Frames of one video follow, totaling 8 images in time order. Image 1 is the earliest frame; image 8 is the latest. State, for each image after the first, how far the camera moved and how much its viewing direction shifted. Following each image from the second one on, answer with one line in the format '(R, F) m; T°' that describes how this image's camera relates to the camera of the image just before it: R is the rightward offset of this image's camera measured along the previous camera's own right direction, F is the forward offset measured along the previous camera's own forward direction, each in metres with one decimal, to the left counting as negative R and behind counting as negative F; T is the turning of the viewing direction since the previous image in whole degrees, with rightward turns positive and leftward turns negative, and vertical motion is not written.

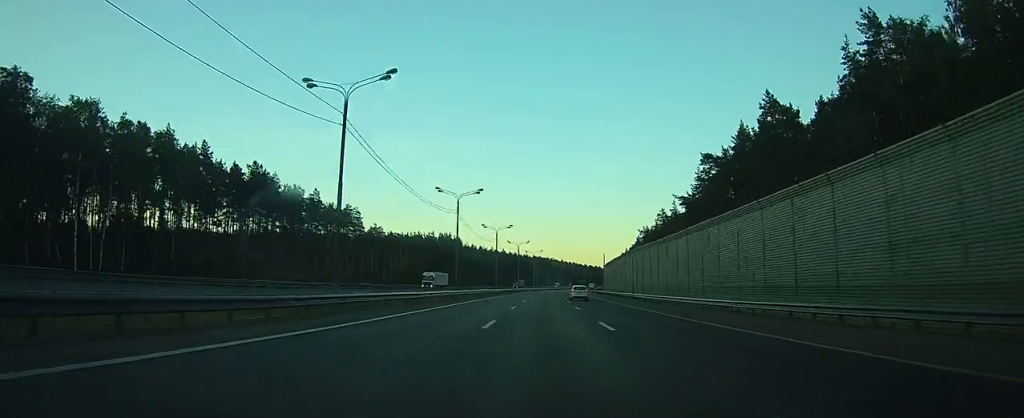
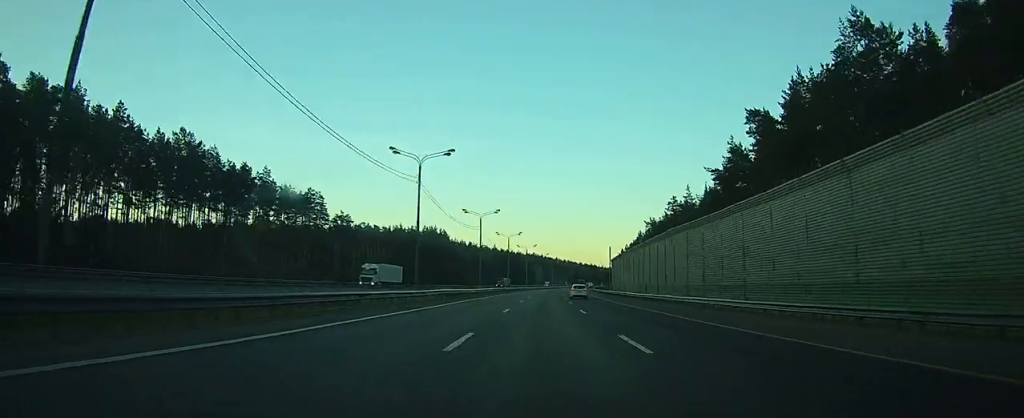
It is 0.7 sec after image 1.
(+0.1, +22.4) m; +1°
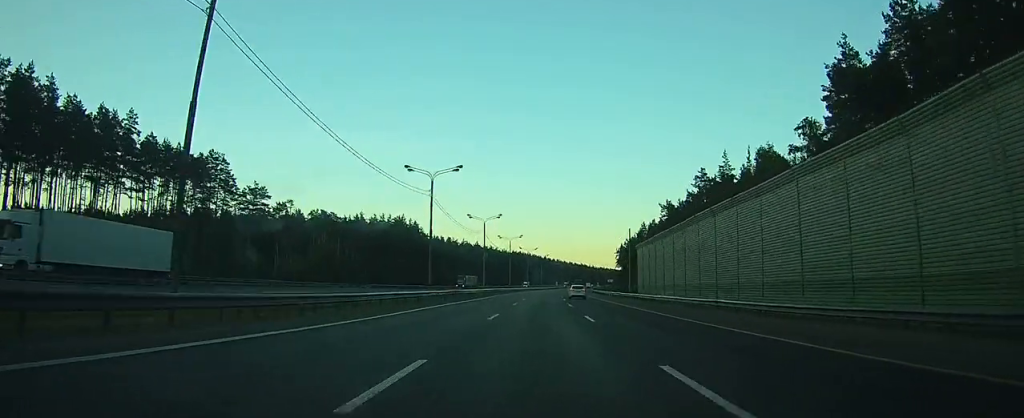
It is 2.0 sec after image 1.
(+0.4, +37.5) m; +1°
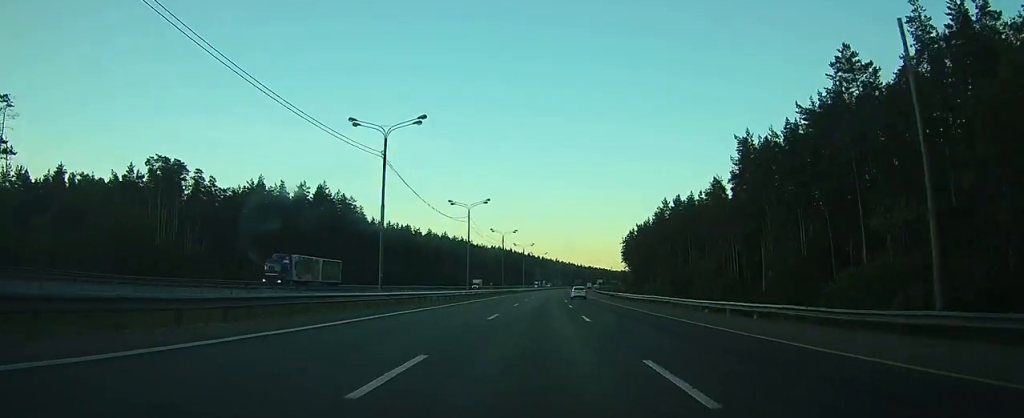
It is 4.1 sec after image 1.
(+1.1, +63.3) m; +2°
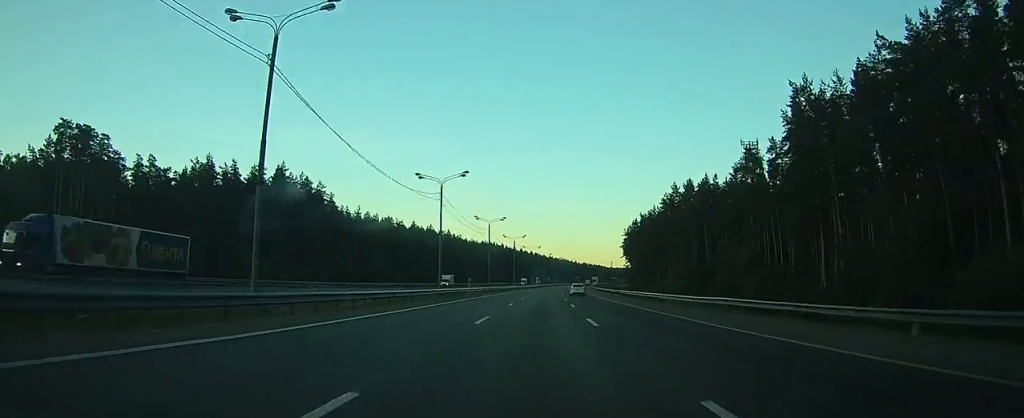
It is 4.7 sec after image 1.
(+0.1, +20.0) m; 0°
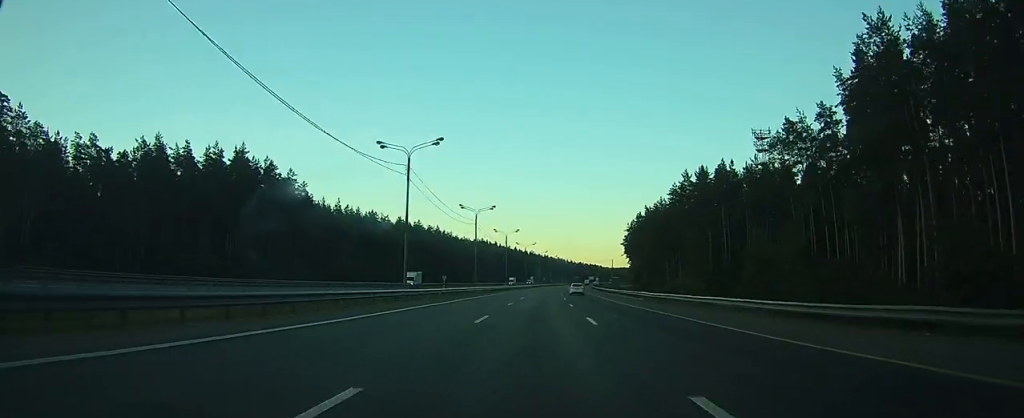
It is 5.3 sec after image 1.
(0.0, +16.0) m; 0°
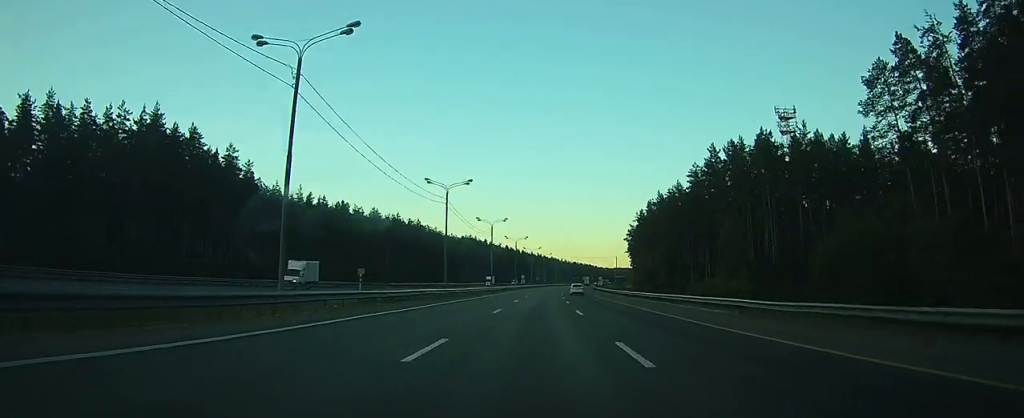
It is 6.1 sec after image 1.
(+0.1, +25.8) m; +1°
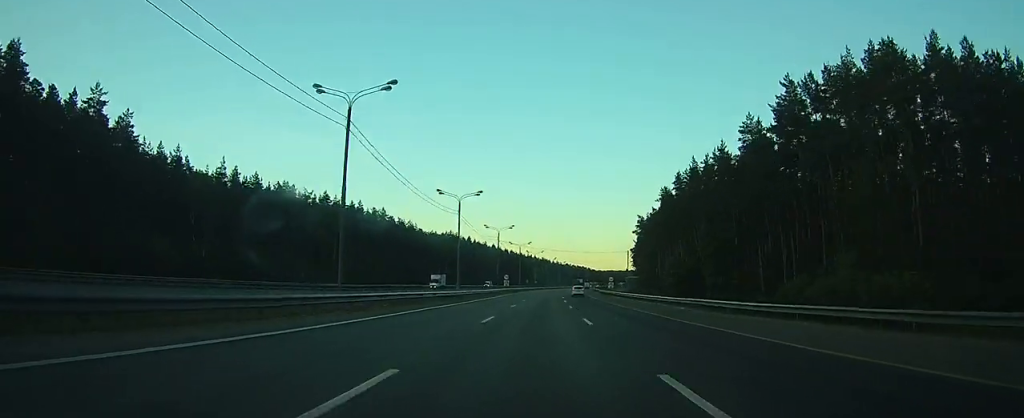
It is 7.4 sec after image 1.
(+0.3, +37.4) m; +1°
